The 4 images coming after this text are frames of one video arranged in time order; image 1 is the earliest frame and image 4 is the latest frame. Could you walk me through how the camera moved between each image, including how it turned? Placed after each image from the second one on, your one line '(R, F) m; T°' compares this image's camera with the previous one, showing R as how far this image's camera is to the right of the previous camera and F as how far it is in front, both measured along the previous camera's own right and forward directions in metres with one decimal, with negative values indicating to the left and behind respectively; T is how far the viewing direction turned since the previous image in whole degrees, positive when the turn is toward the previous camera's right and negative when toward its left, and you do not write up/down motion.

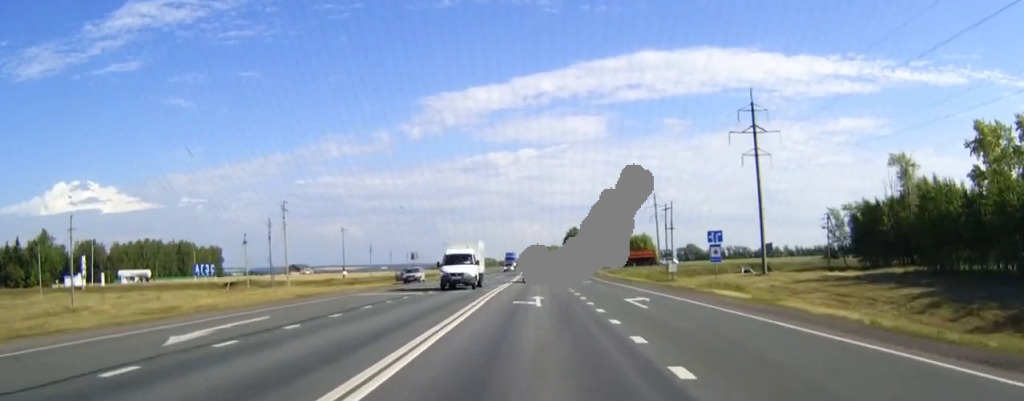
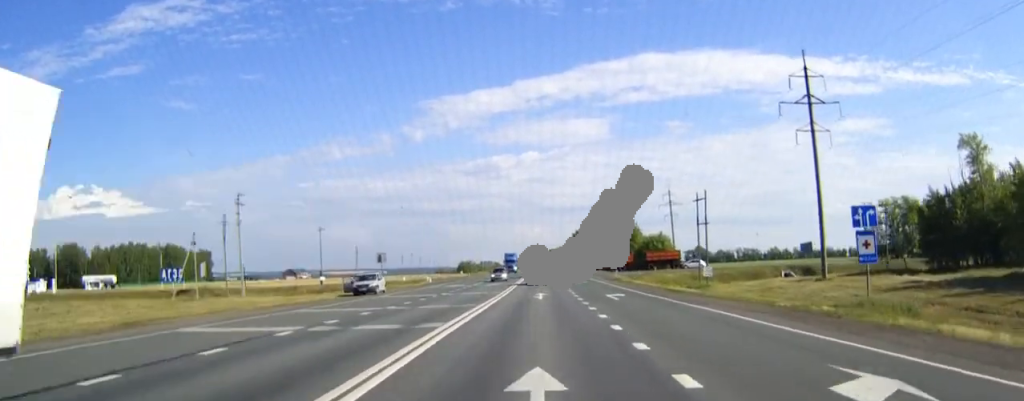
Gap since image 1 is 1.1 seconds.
(0.0, +20.5) m; 0°
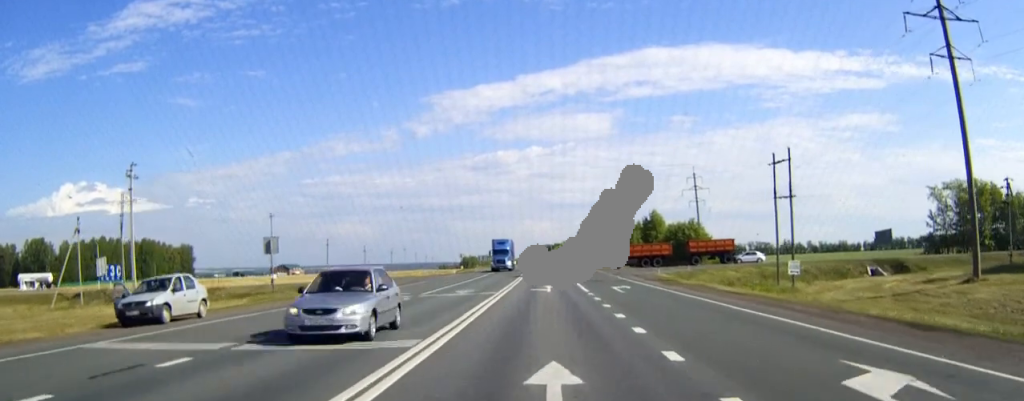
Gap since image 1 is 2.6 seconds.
(-0.2, +30.0) m; 0°
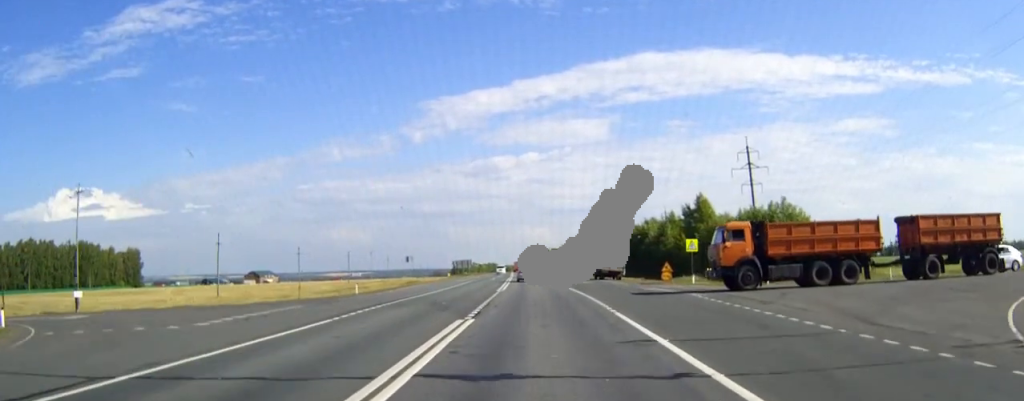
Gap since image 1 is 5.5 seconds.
(+0.1, +54.1) m; 0°
